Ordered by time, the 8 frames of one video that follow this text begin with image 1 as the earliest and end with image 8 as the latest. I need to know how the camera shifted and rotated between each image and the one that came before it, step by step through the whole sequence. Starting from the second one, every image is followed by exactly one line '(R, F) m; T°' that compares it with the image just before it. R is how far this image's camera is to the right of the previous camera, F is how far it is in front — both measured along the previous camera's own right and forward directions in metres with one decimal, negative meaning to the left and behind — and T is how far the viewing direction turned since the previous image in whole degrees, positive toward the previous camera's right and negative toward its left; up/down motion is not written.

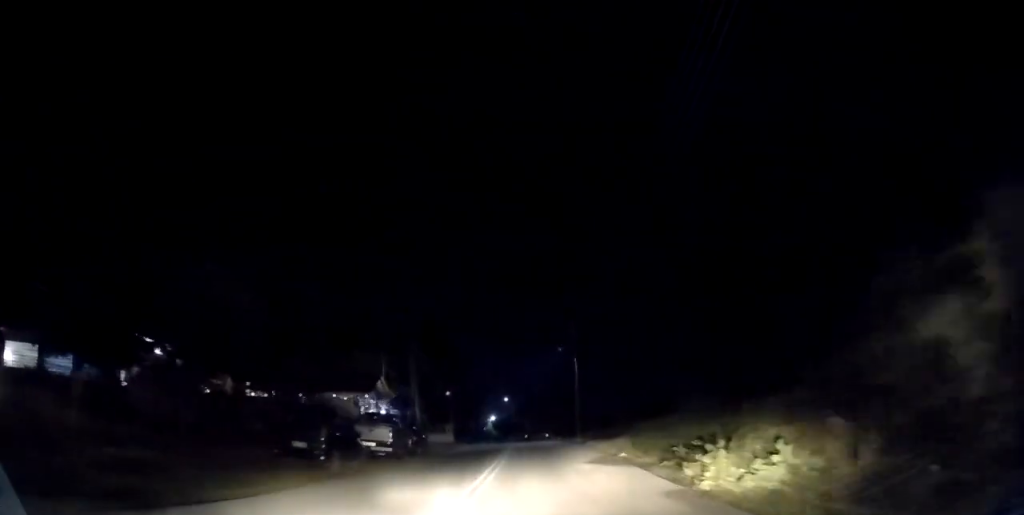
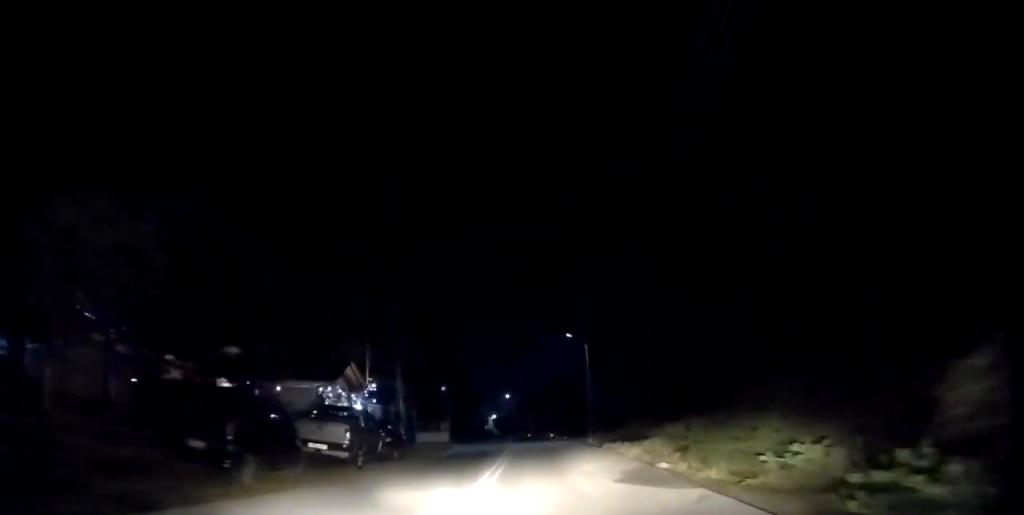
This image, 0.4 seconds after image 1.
(+0.2, +4.8) m; +1°
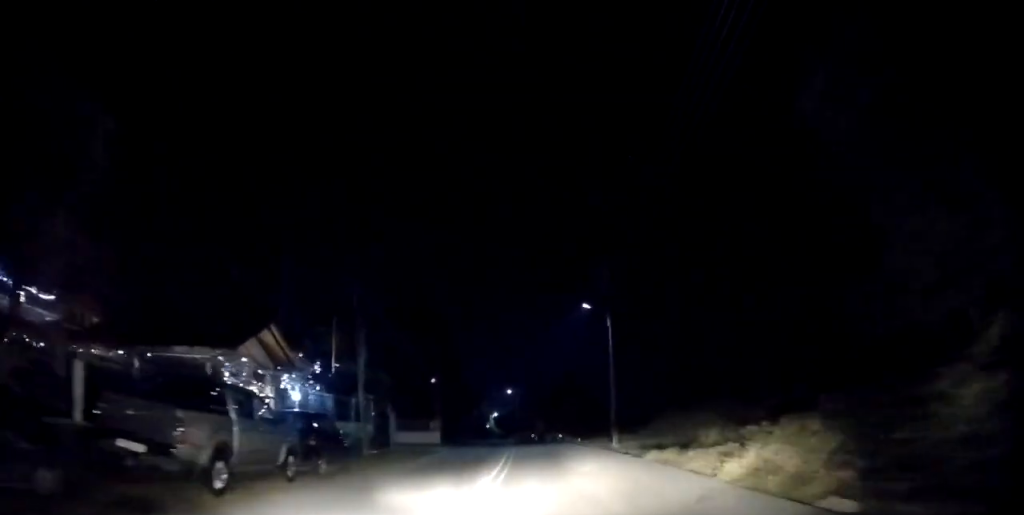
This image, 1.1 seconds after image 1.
(0.0, +6.7) m; -1°
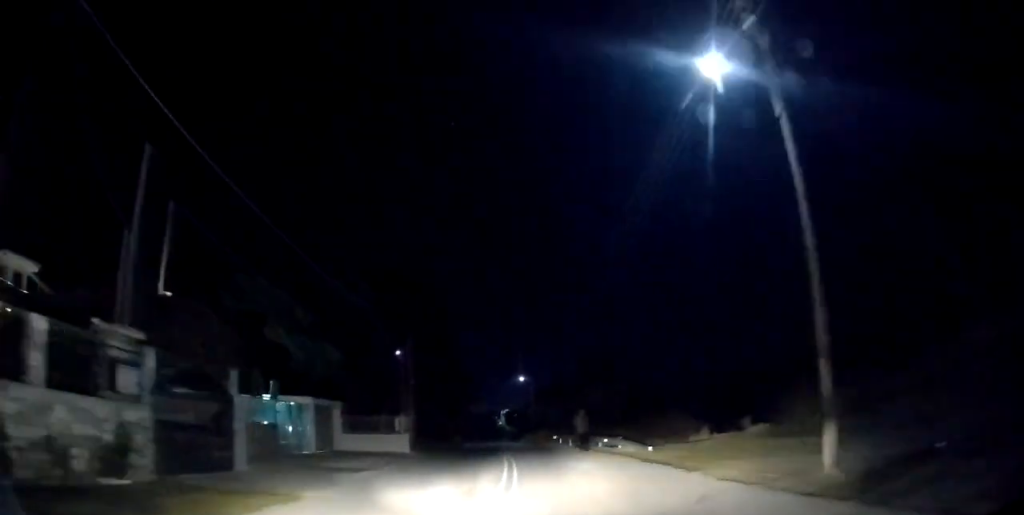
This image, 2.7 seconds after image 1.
(-0.3, +14.8) m; -2°
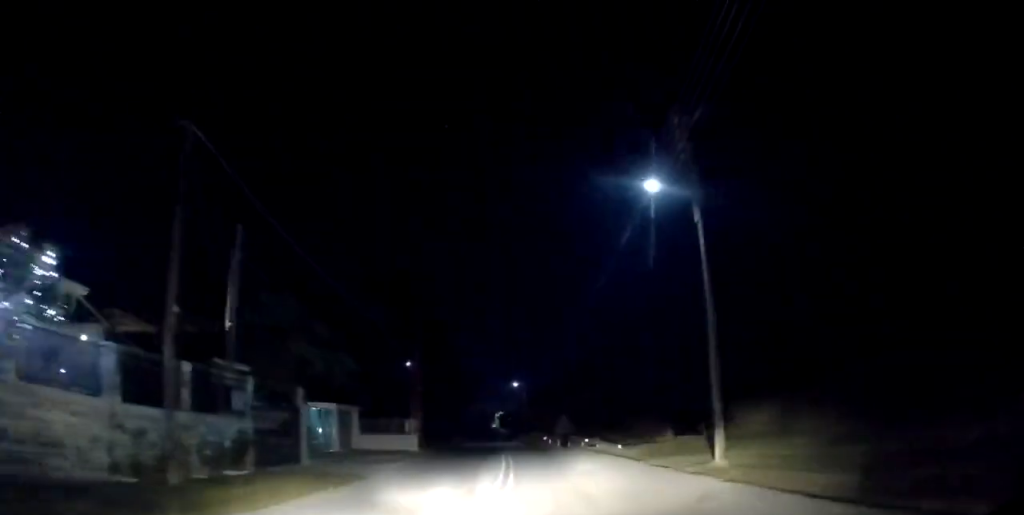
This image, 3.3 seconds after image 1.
(0.0, +5.8) m; -1°
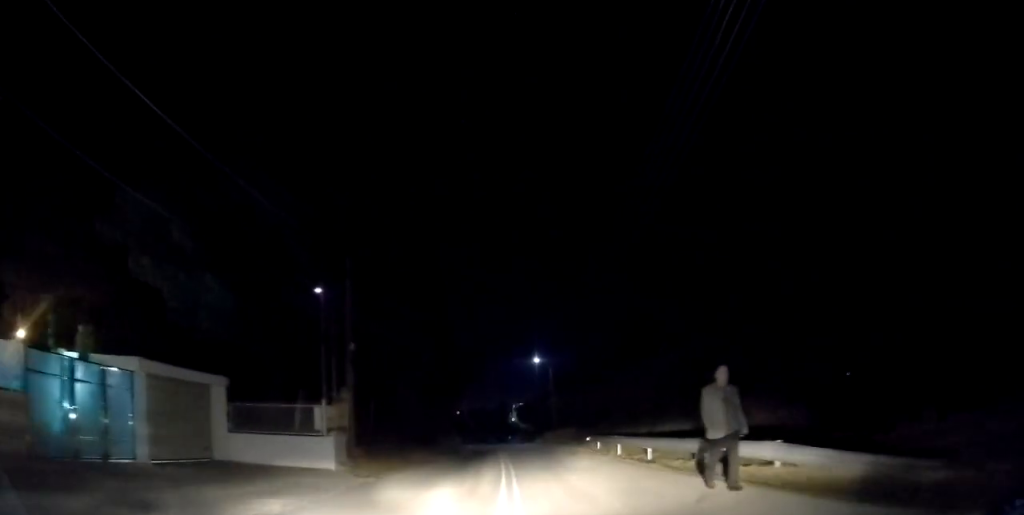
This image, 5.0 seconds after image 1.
(-0.2, +16.9) m; 0°
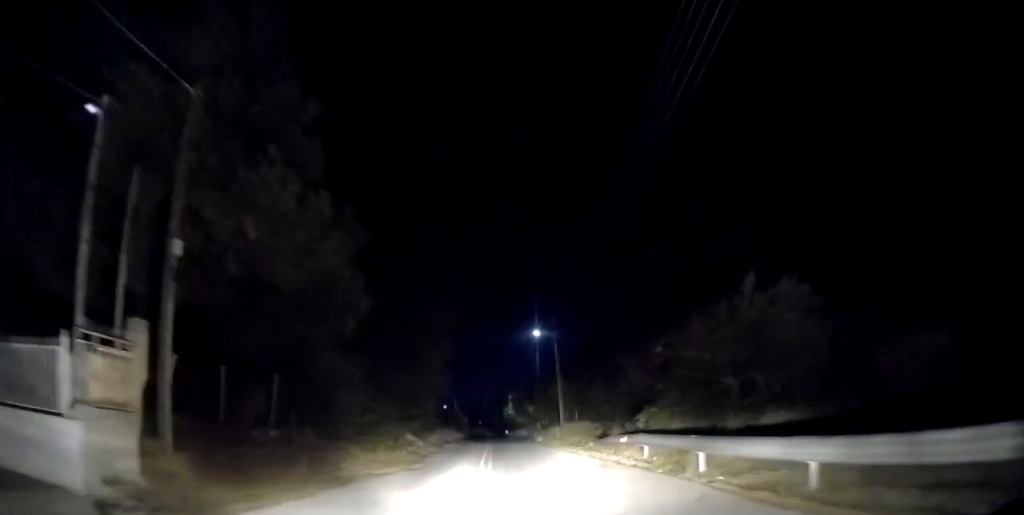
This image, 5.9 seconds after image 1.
(+0.1, +9.8) m; -1°
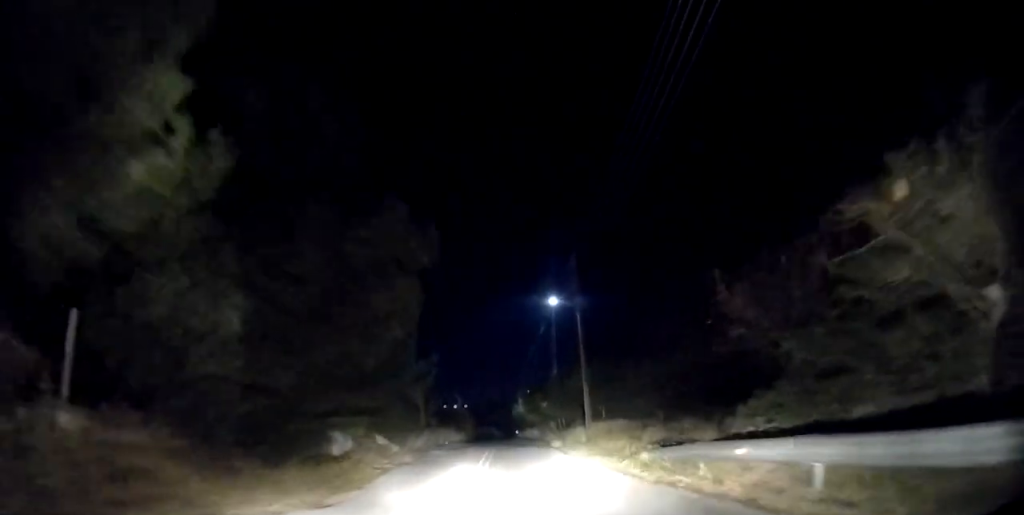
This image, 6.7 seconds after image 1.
(-0.3, +8.3) m; -1°
